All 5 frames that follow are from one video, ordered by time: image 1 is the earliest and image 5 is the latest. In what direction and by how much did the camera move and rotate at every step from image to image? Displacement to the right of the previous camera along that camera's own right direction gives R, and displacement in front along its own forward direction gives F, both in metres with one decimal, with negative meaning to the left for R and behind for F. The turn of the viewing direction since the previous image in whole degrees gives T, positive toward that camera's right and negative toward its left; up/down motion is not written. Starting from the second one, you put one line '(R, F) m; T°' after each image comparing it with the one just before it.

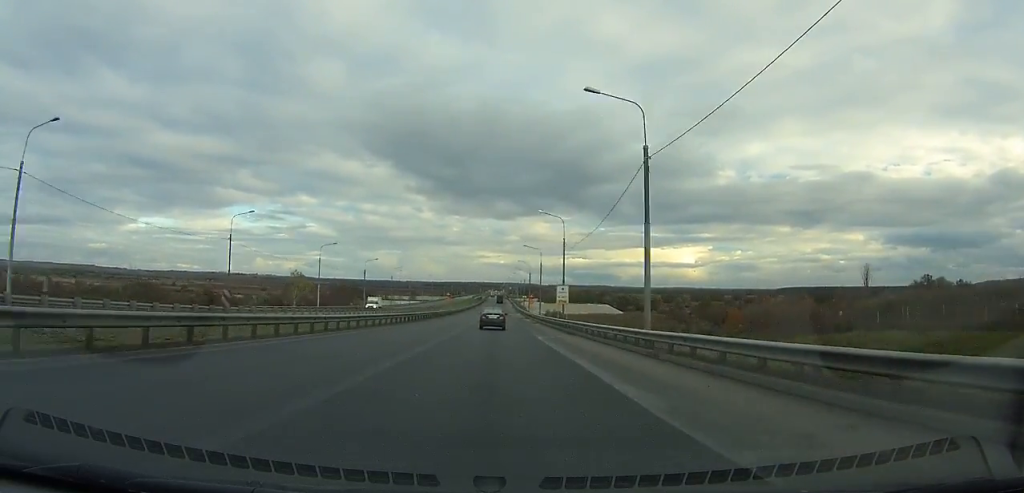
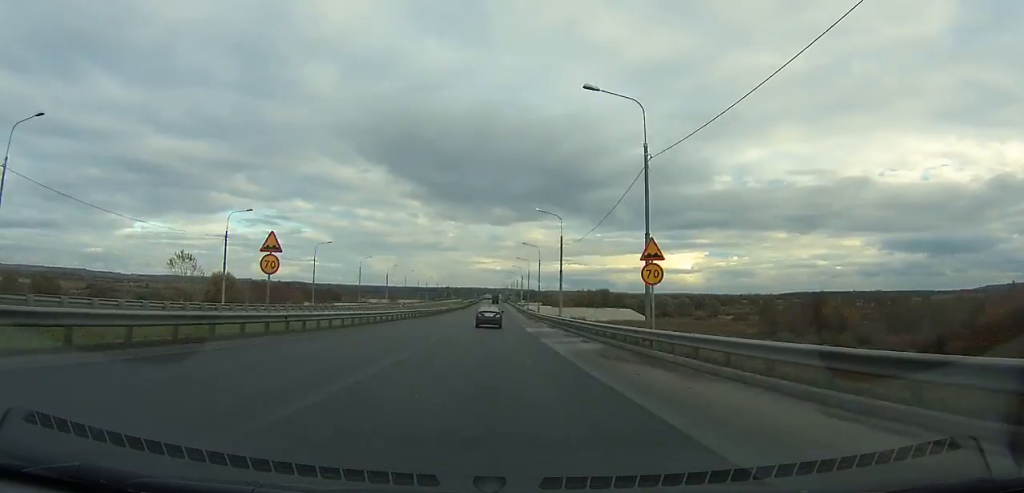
(0.0, +68.8) m; 0°
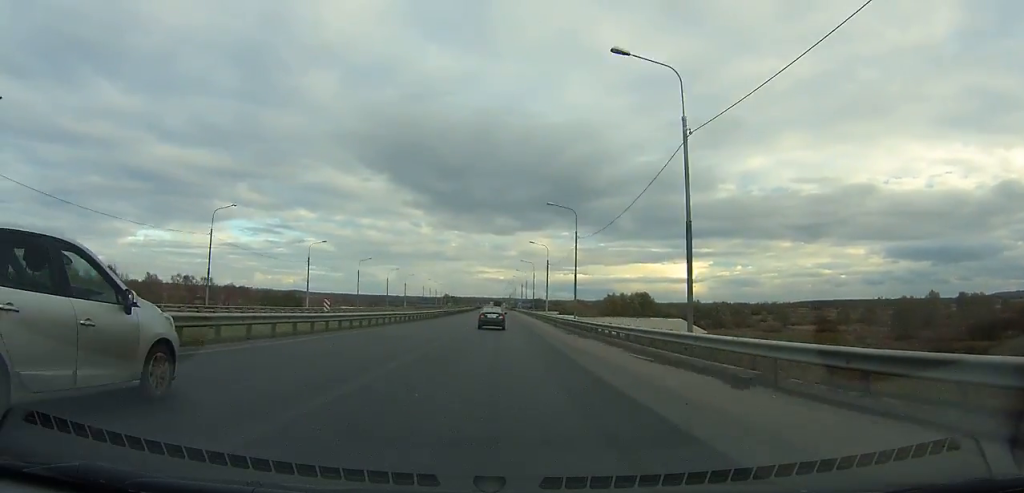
(0.0, +72.7) m; 0°
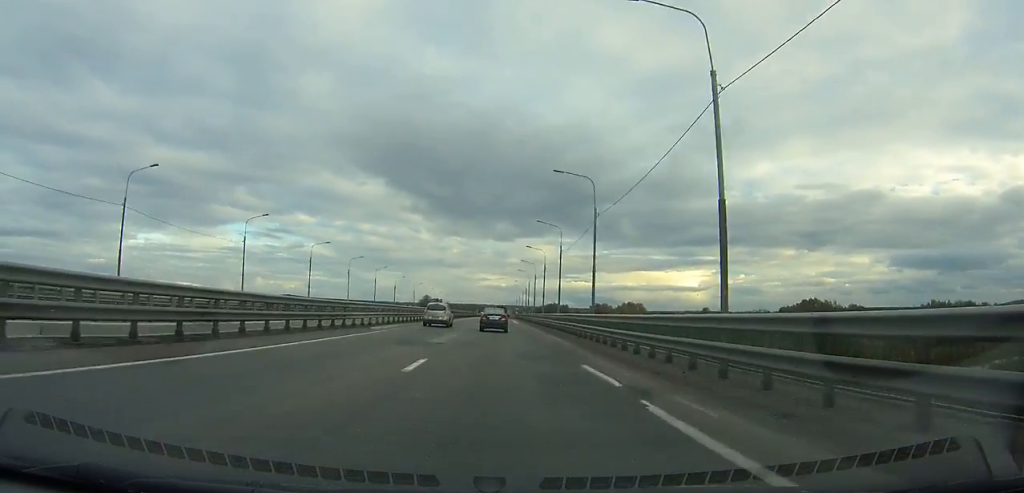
(+0.1, +211.8) m; 0°
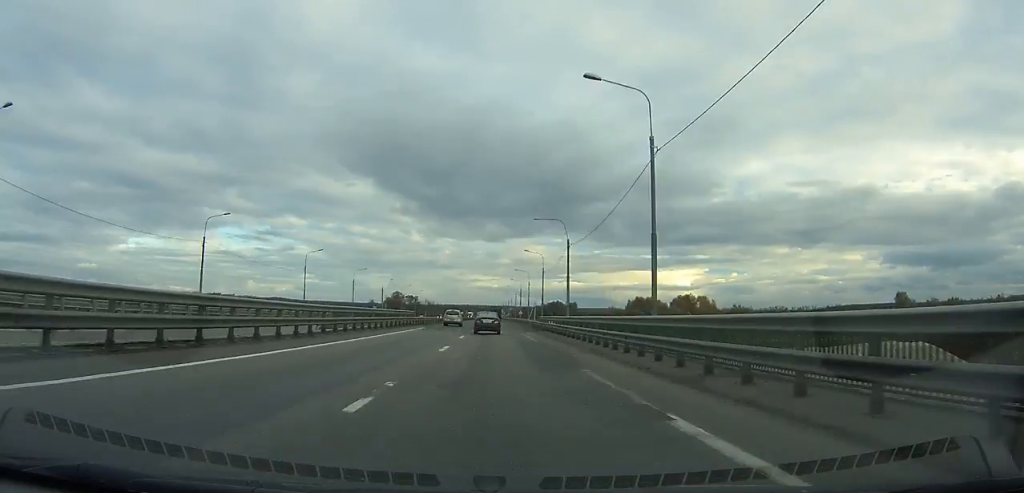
(-0.1, +112.0) m; 0°
